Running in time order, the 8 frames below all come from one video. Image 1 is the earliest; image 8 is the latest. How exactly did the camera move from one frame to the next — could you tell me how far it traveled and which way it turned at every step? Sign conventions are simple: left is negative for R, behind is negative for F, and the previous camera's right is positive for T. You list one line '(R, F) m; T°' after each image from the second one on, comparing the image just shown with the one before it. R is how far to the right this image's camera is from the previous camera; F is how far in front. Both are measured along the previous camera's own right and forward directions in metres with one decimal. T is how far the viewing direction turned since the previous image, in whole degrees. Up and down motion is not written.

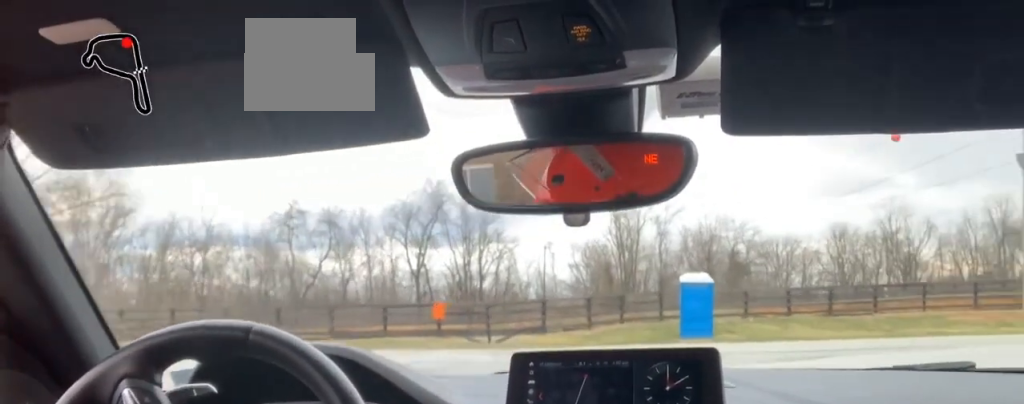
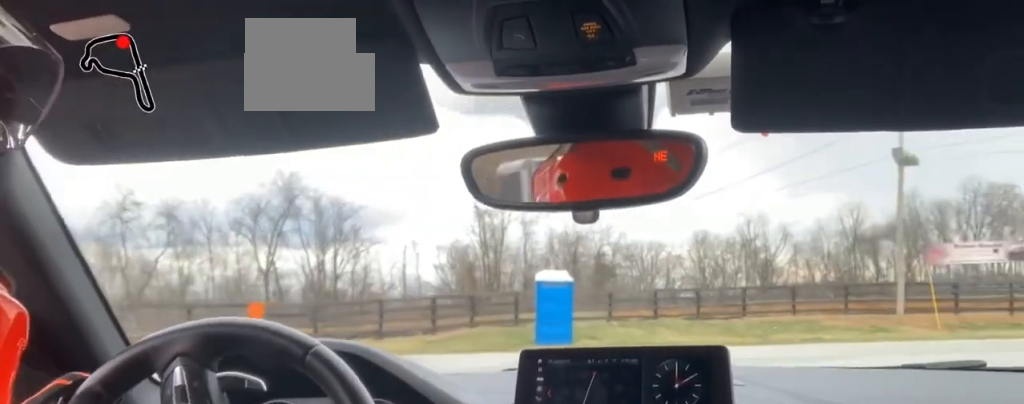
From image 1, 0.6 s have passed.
(-0.1, +4.7) m; +8°
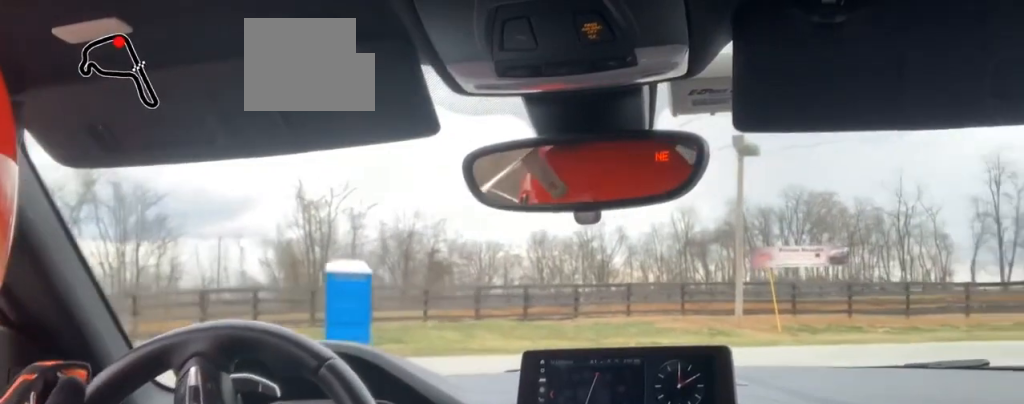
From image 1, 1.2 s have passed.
(+0.4, +4.7) m; +9°
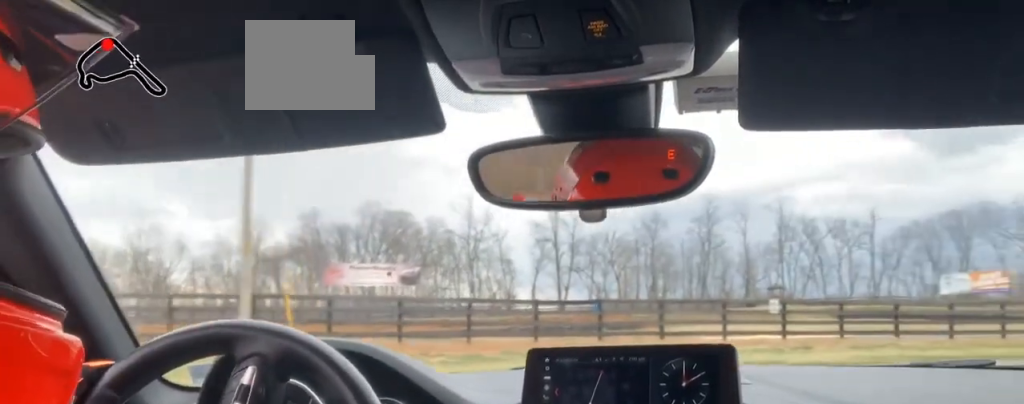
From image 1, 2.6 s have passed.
(+1.8, +10.1) m; +26°
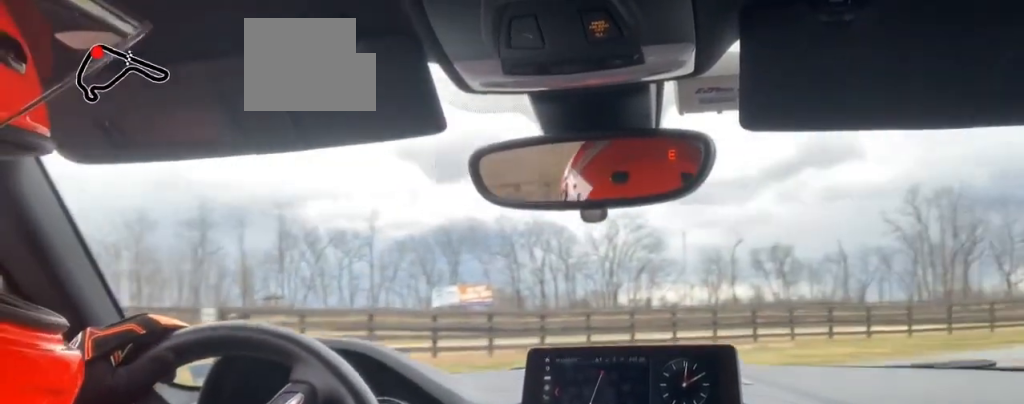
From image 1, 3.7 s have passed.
(+2.6, +8.2) m; +28°
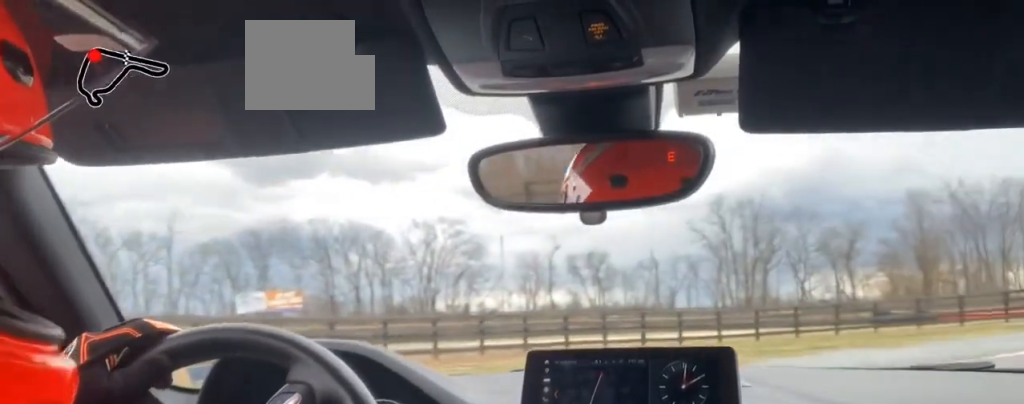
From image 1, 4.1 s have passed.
(+0.3, +3.2) m; +9°
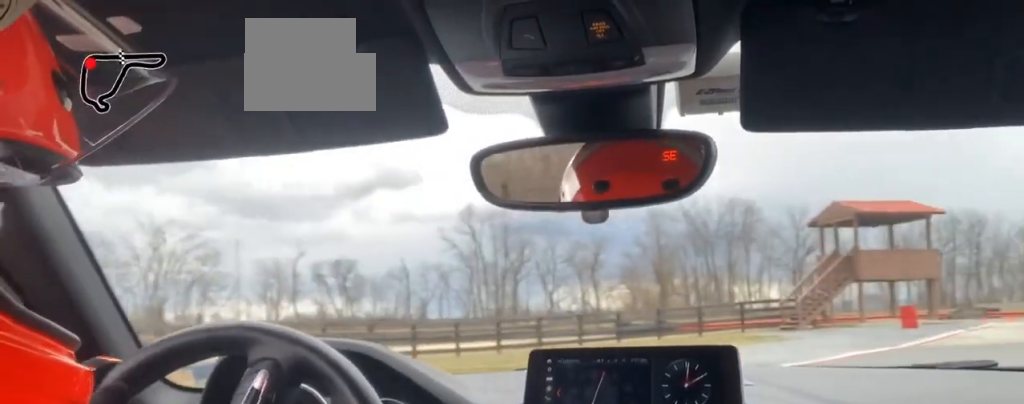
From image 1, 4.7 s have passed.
(-0.2, +4.7) m; +11°
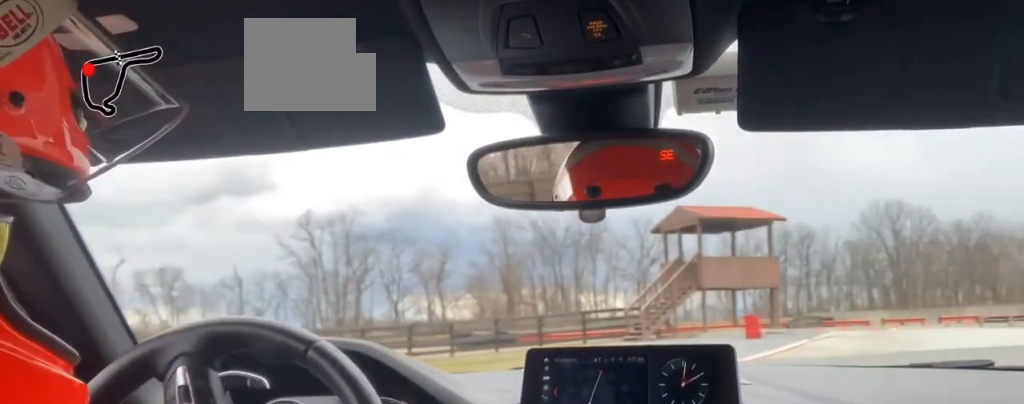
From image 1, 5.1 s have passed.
(+0.3, +3.6) m; +9°
